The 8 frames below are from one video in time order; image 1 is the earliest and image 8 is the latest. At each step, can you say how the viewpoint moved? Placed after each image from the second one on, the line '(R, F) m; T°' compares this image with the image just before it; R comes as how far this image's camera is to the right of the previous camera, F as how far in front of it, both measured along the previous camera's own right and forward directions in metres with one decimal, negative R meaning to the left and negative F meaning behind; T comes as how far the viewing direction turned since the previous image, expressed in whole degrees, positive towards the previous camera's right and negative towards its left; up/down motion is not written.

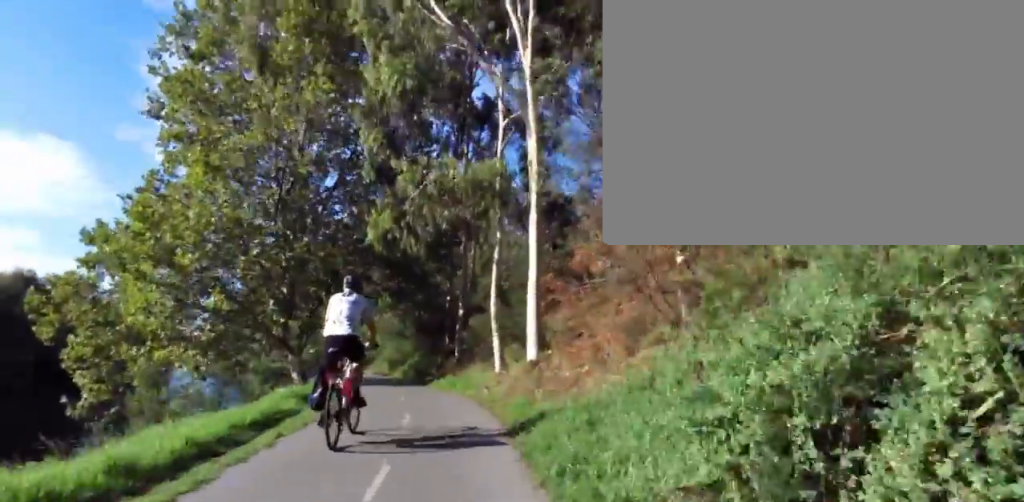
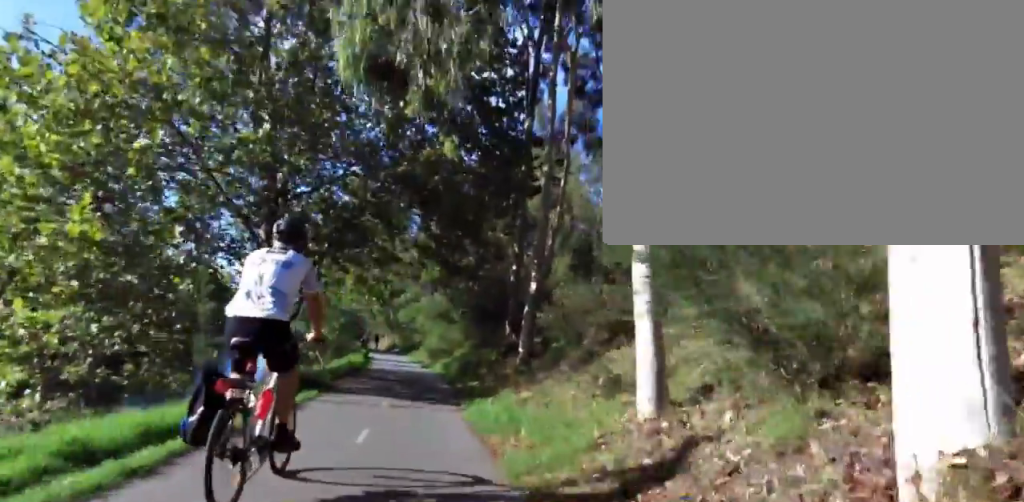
(+0.3, +9.4) m; -4°
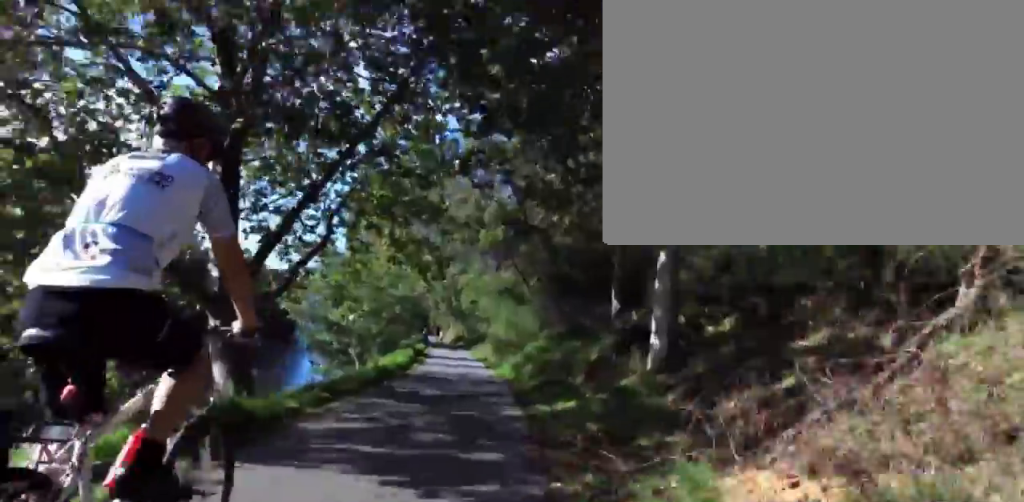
(-0.6, +6.5) m; -7°
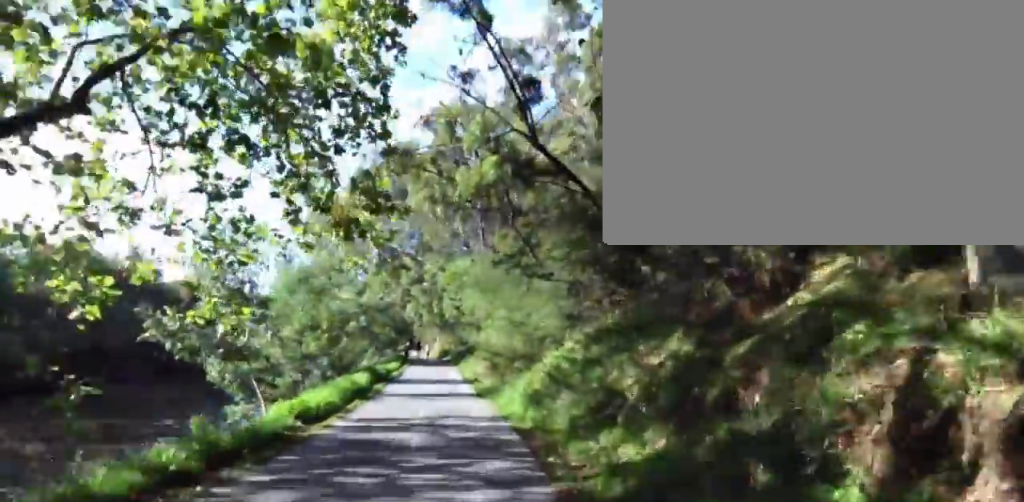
(-0.7, +8.1) m; -5°
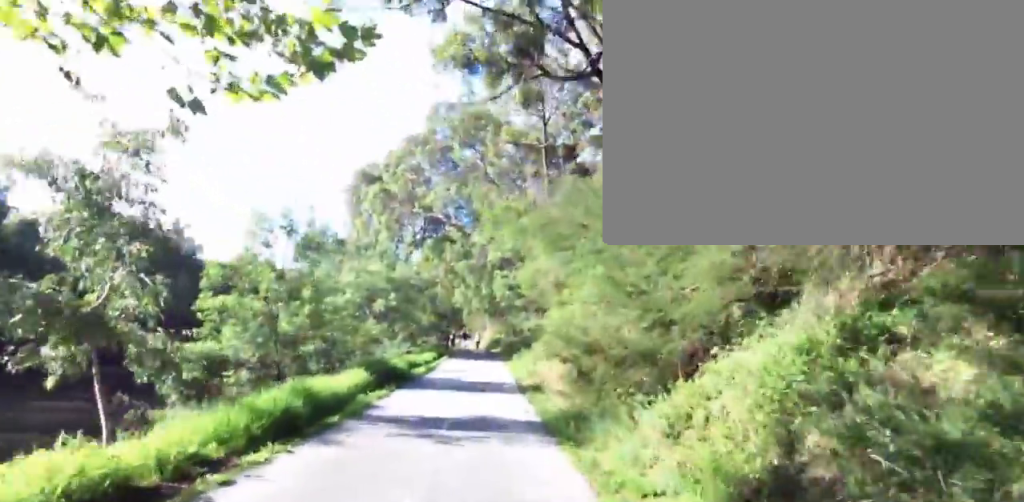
(0.0, +6.4) m; 0°
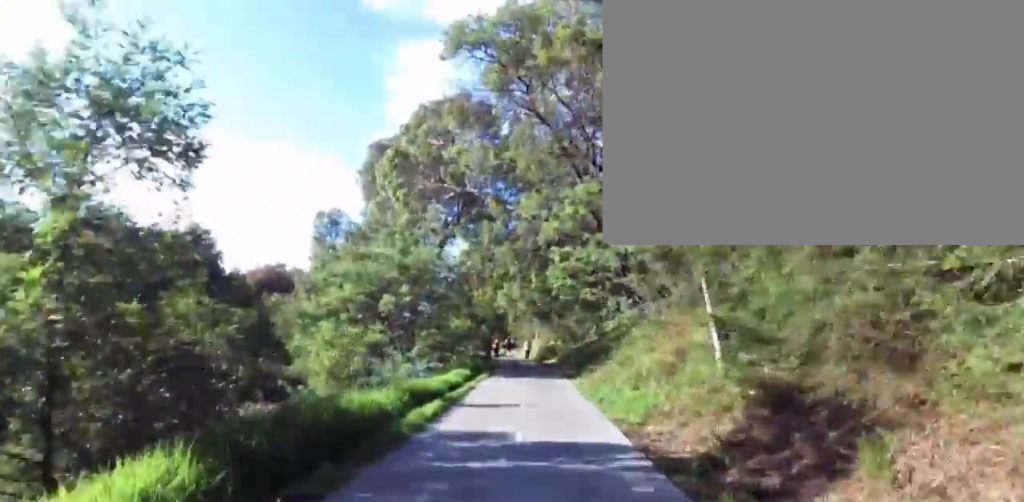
(0.0, +7.6) m; 0°
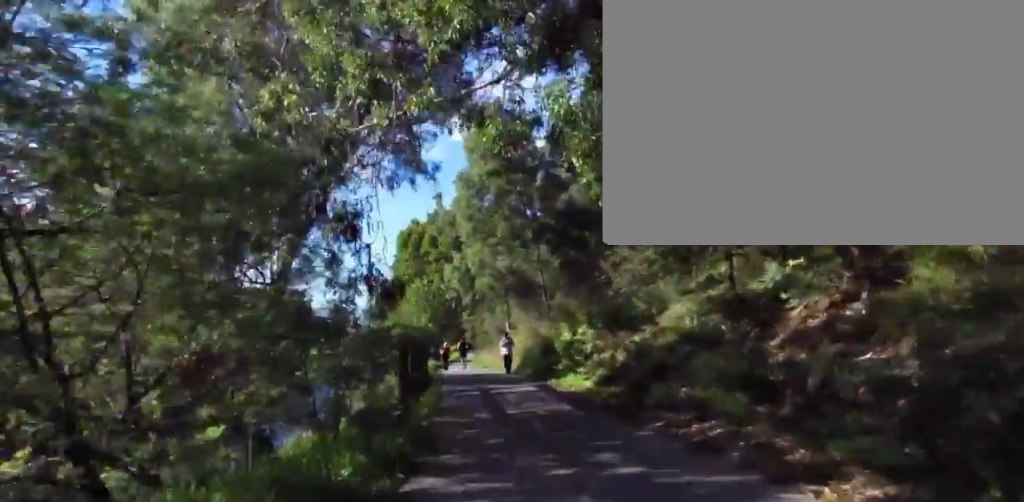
(0.0, +17.3) m; 0°
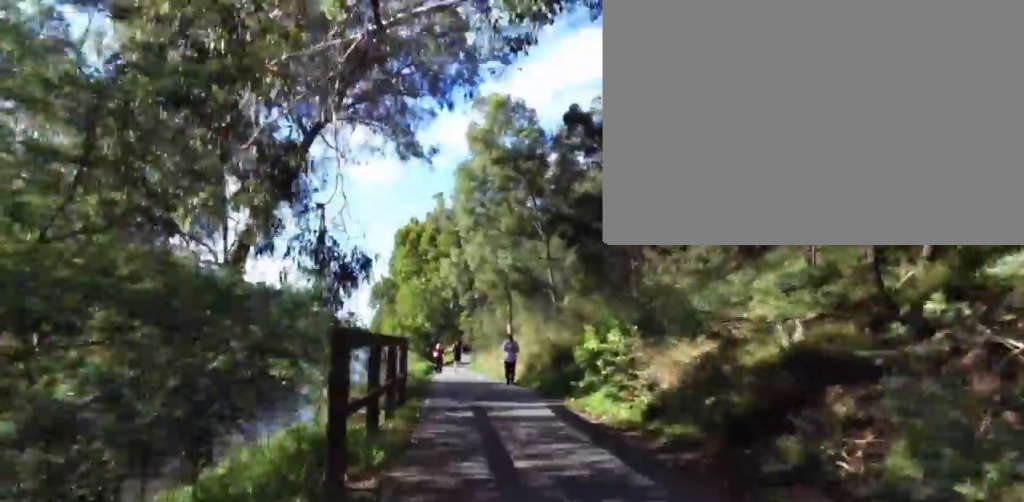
(0.0, +3.6) m; 0°
